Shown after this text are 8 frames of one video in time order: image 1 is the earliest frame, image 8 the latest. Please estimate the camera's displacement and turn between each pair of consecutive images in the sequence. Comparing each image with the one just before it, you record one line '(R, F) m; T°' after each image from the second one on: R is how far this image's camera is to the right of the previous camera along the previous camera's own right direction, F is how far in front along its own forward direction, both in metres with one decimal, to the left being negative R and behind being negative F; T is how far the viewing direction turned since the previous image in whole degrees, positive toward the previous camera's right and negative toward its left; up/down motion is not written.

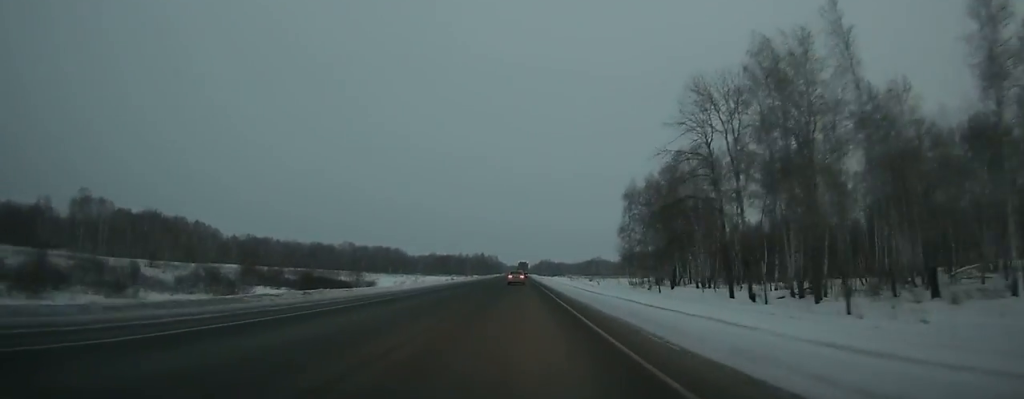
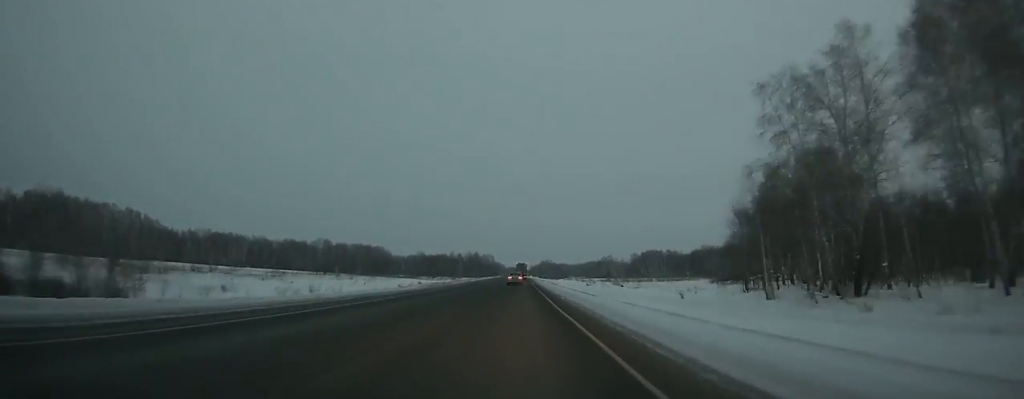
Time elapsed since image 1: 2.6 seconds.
(-0.1, +65.6) m; 0°
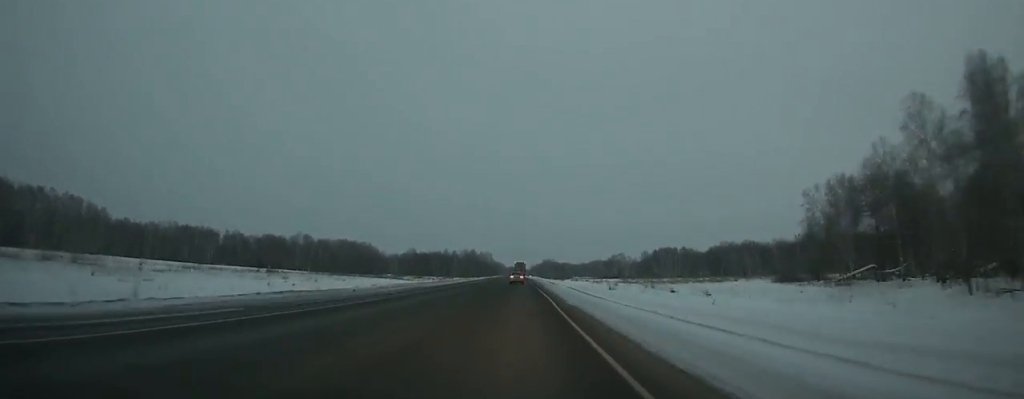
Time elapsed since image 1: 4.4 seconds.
(+0.1, +46.1) m; 0°
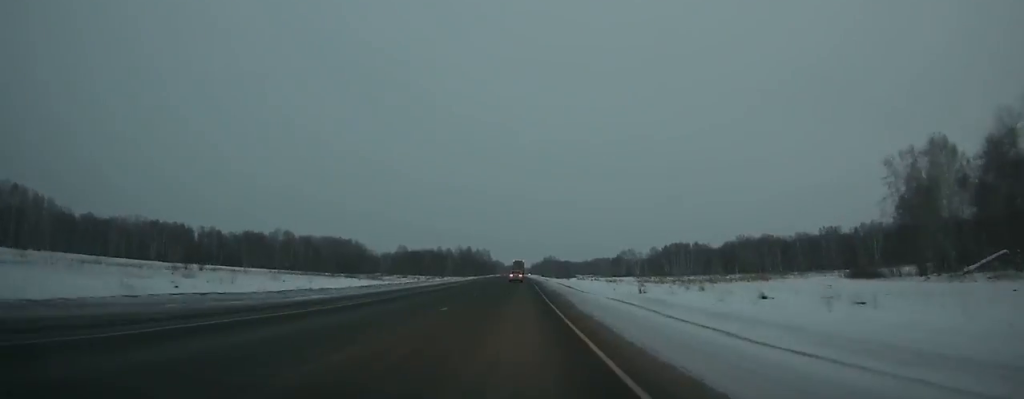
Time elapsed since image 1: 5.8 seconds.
(-0.1, +36.4) m; 0°
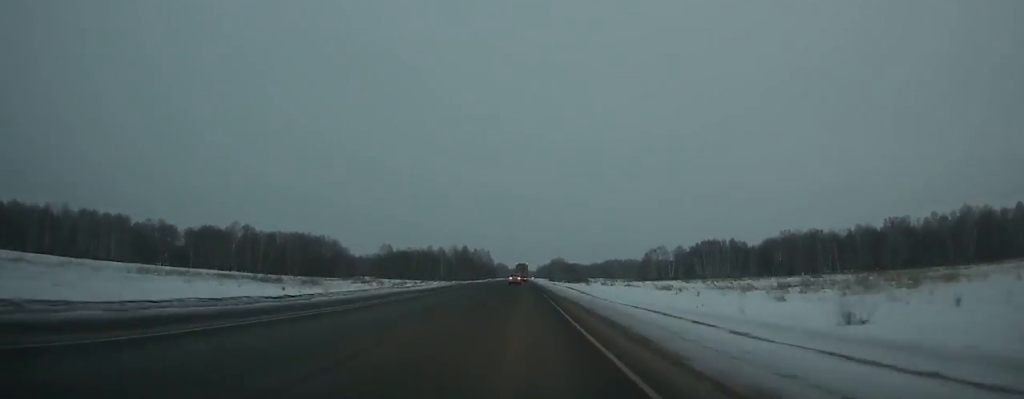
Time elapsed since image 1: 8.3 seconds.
(-0.2, +65.5) m; 0°
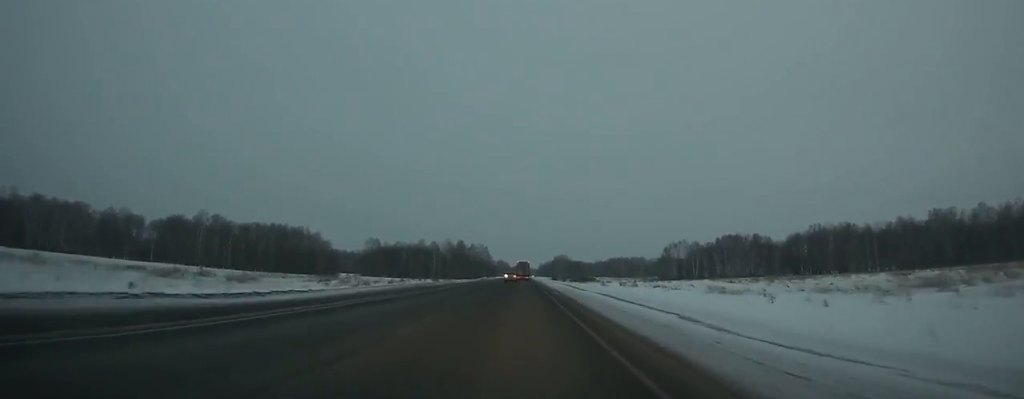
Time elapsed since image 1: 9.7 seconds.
(-0.2, +37.2) m; 0°
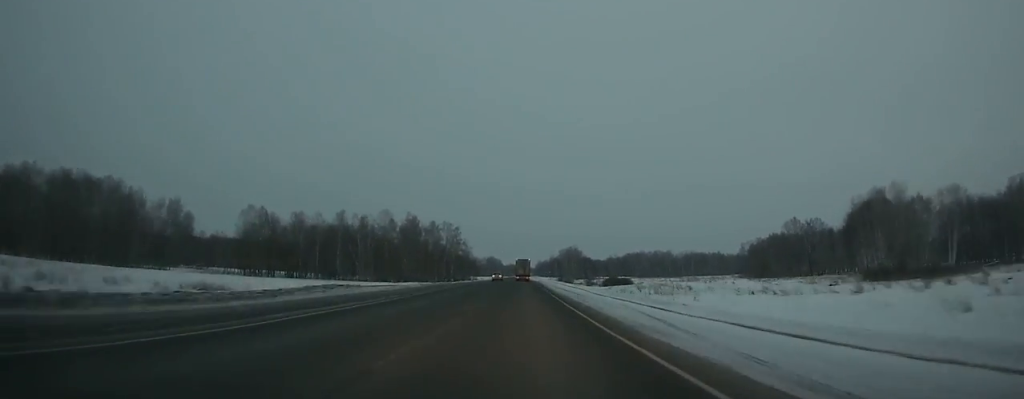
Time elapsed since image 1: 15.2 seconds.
(+0.2, +147.1) m; 0°
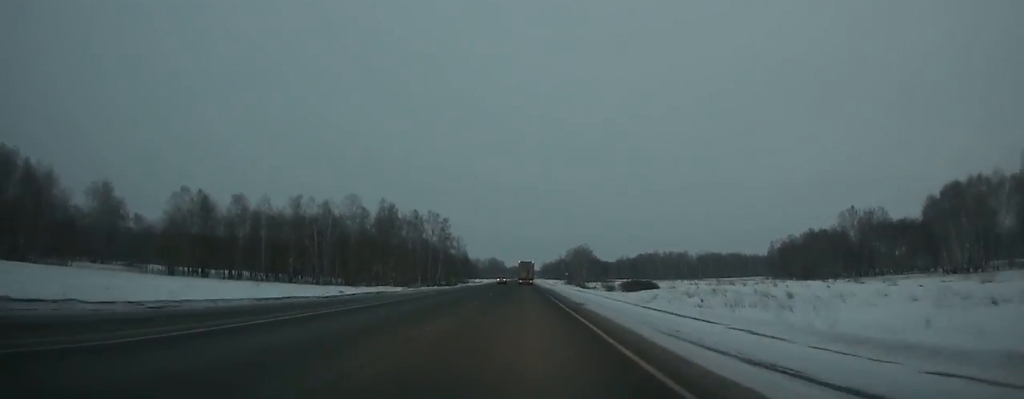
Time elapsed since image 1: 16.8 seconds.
(0.0, +43.0) m; 0°
